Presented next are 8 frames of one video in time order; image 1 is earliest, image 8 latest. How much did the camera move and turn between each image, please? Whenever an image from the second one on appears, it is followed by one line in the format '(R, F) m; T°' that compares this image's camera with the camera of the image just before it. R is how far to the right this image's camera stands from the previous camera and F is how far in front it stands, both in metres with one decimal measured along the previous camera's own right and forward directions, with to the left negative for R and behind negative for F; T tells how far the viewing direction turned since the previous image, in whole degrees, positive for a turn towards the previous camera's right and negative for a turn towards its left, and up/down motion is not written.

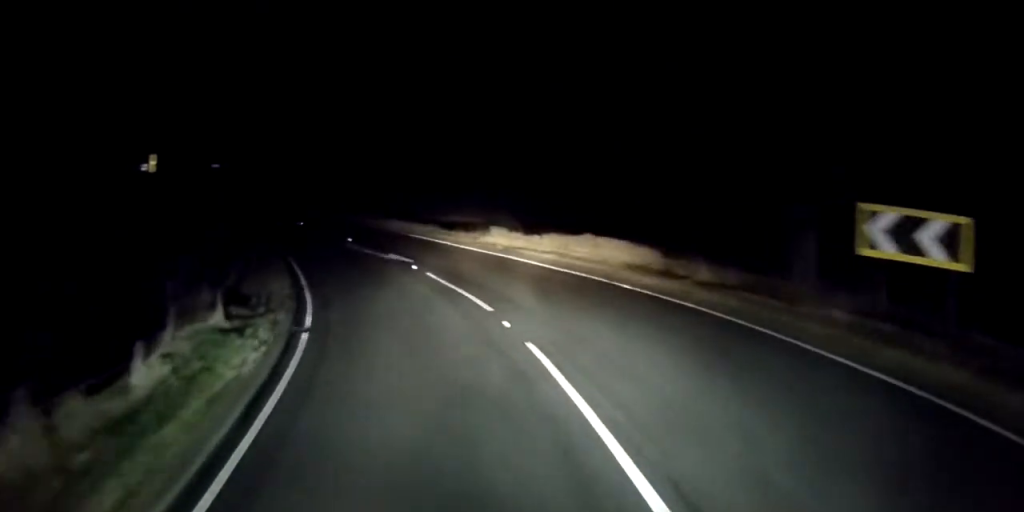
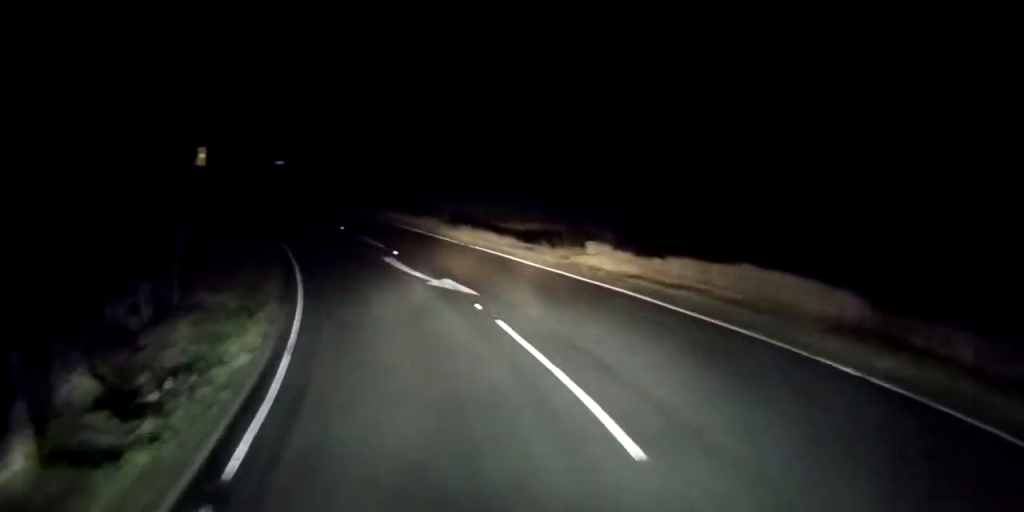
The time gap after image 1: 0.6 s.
(0.0, +7.3) m; 0°
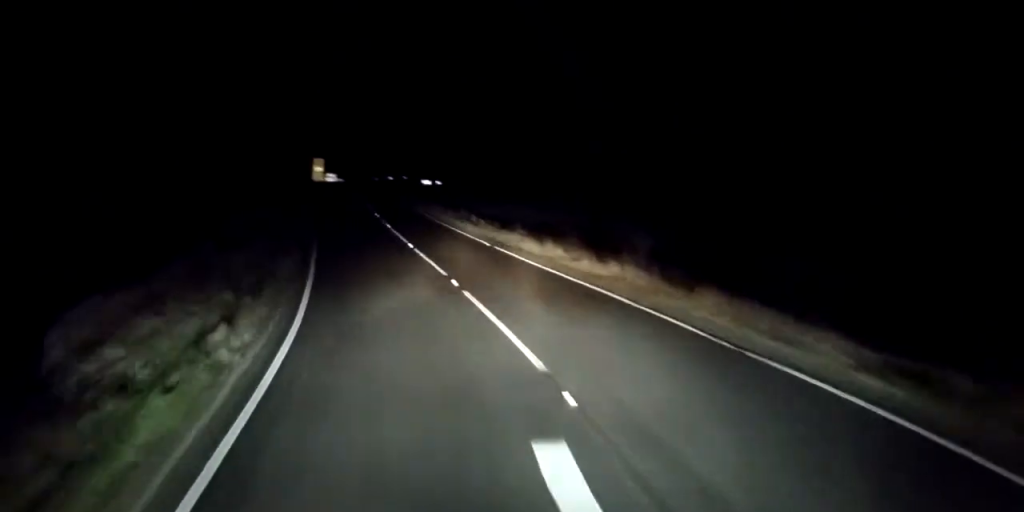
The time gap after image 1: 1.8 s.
(0.0, +14.6) m; -1°
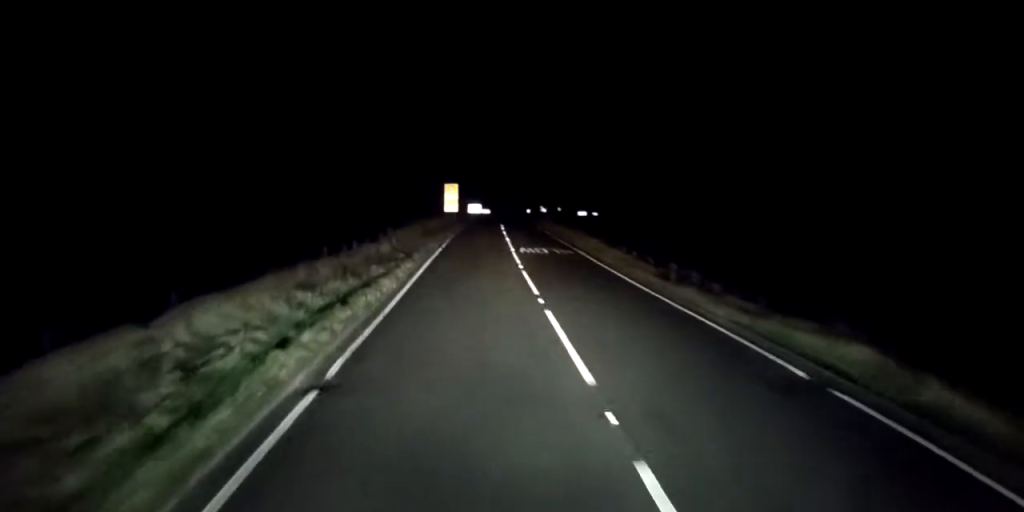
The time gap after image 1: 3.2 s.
(-1.7, +17.1) m; -12°
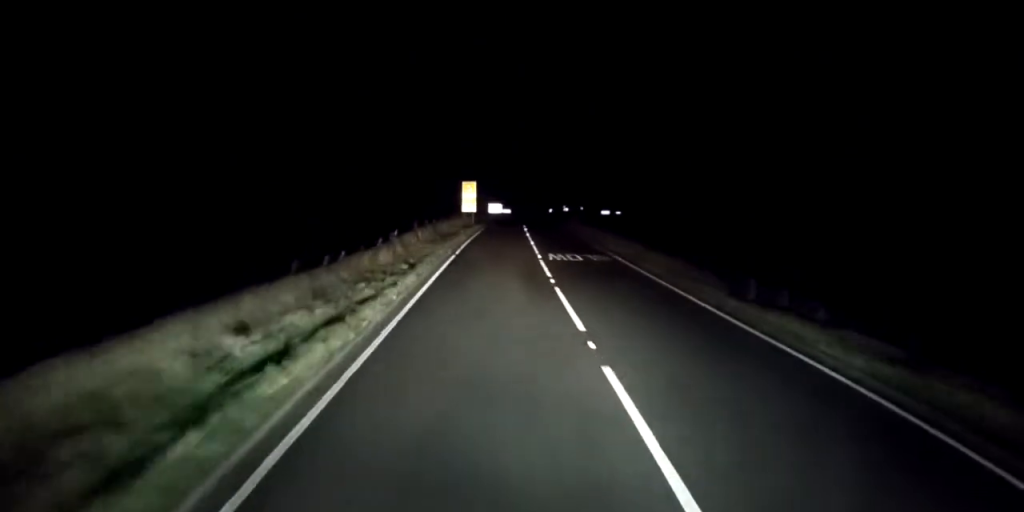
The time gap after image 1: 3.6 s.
(-0.4, +5.4) m; -3°
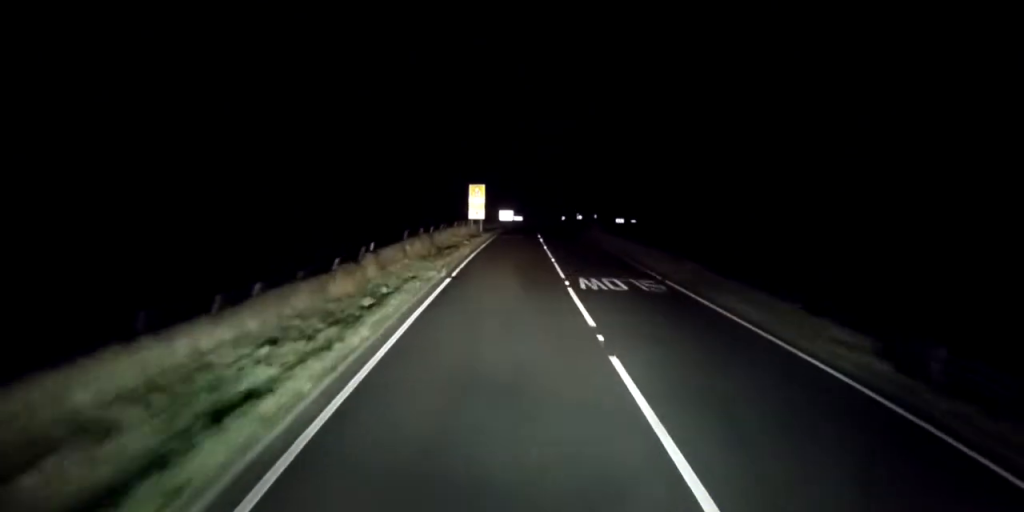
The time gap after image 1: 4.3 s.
(0.0, +8.0) m; 0°
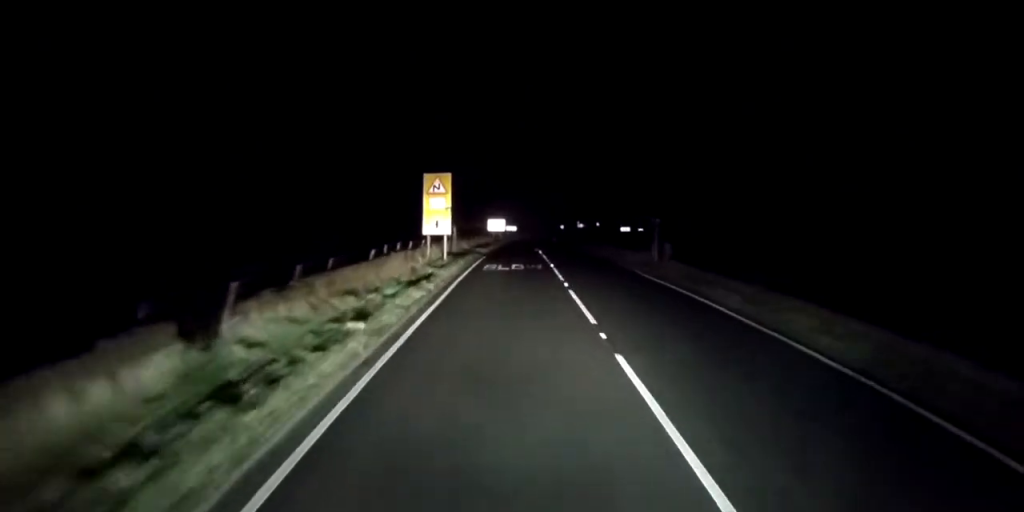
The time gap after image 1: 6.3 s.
(+0.2, +26.0) m; +1°
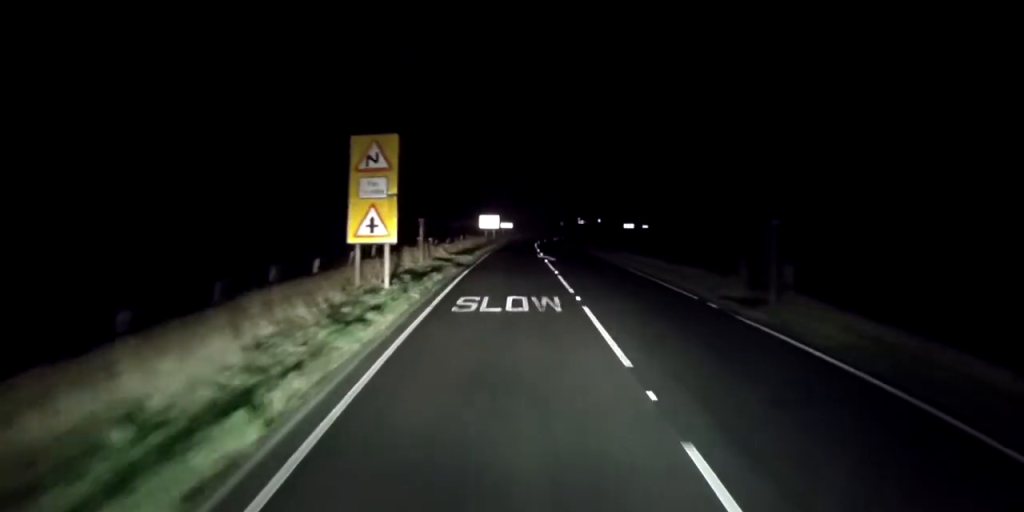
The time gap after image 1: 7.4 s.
(0.0, +14.0) m; 0°
